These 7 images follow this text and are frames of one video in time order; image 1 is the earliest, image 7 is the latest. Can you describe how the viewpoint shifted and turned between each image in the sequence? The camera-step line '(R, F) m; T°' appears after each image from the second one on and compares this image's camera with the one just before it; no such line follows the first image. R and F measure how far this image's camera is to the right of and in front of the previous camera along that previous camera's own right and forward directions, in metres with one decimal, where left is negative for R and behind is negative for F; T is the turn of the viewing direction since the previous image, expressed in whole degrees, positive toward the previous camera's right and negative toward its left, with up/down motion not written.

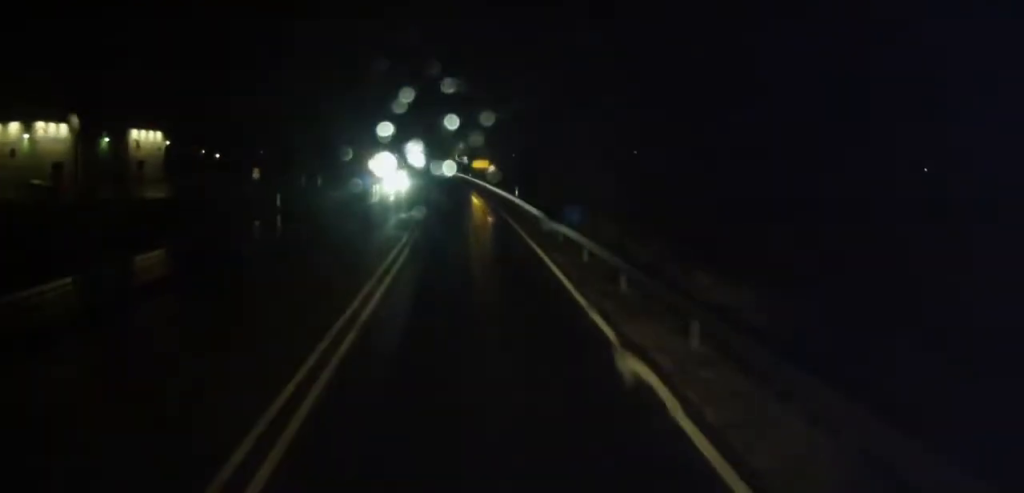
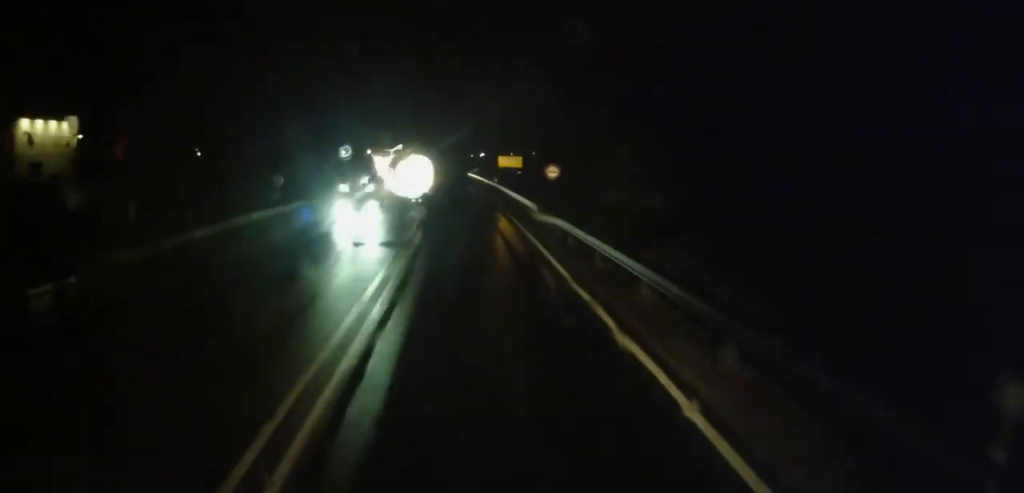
(-1.4, +33.9) m; -4°
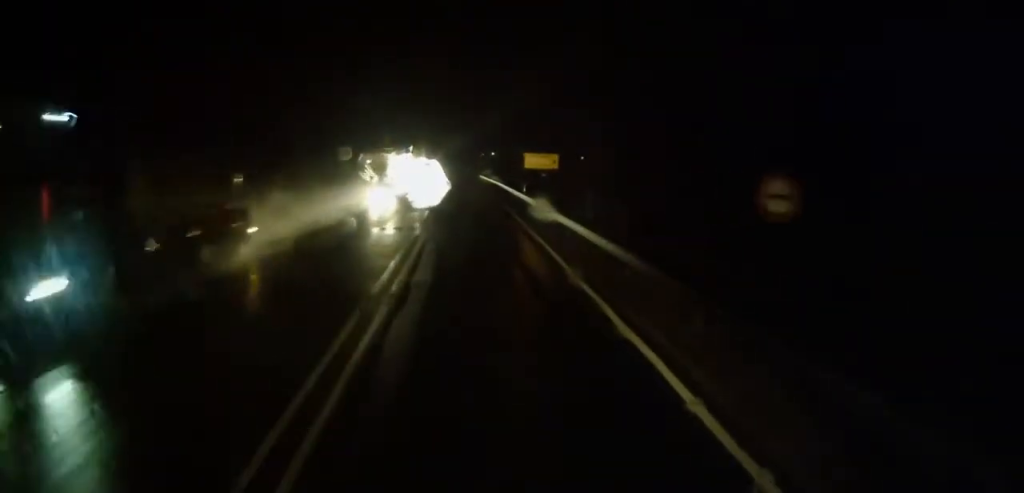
(-0.1, +18.8) m; -1°
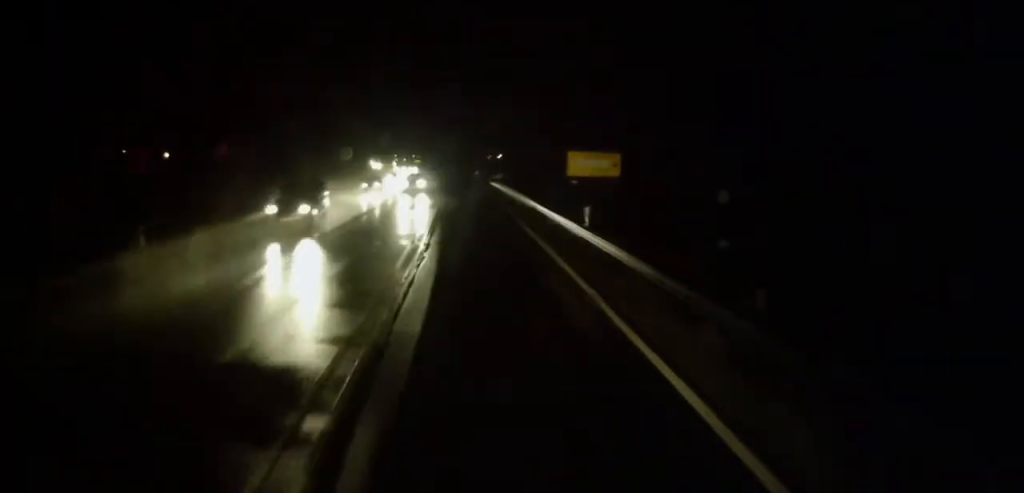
(-0.2, +16.7) m; 0°
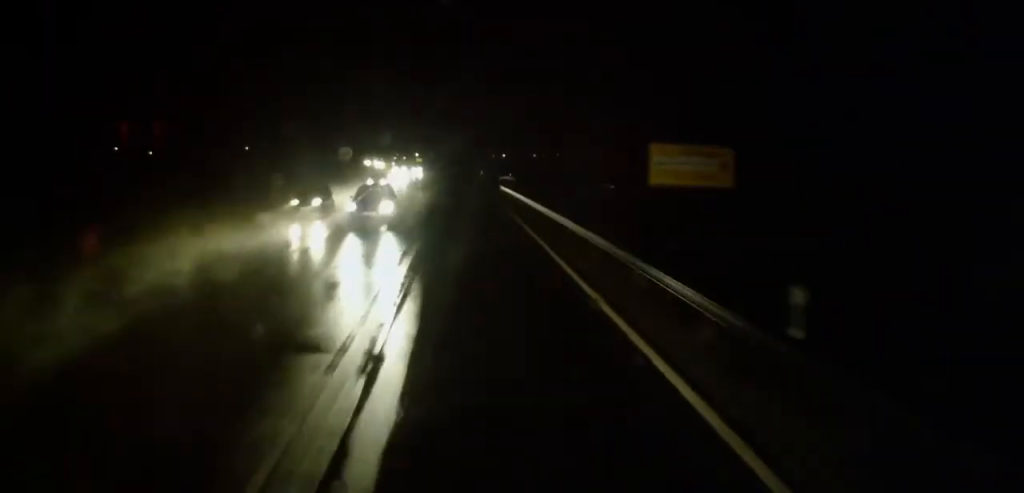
(+0.3, +11.8) m; +1°
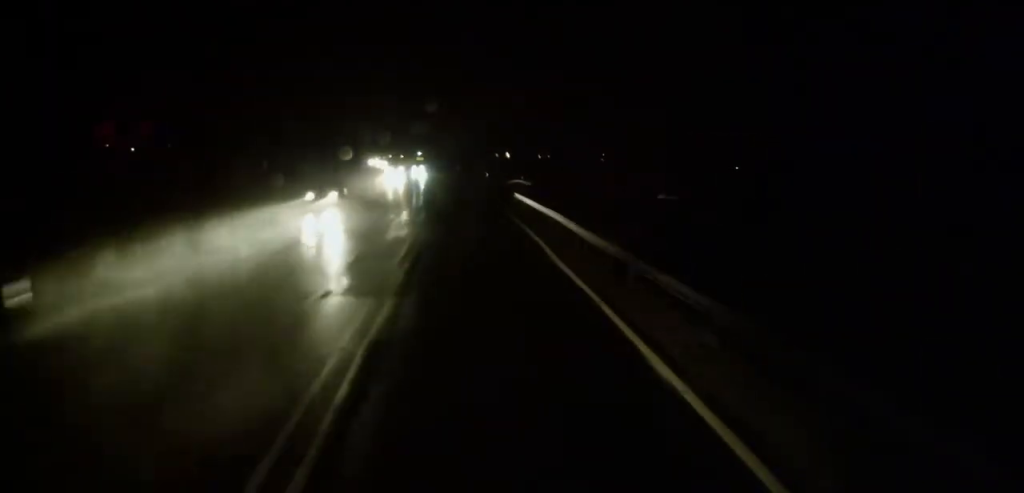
(-0.2, +11.8) m; -1°
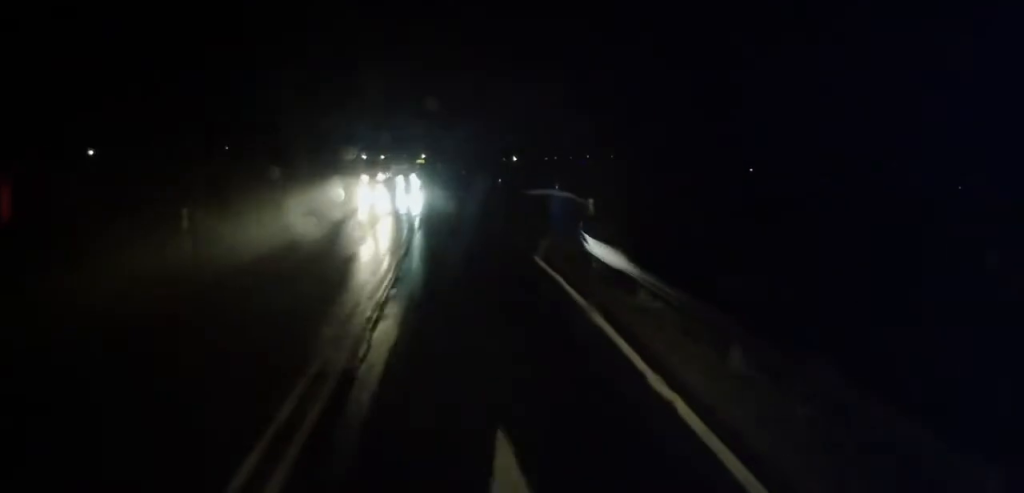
(-0.3, +21.9) m; -2°
